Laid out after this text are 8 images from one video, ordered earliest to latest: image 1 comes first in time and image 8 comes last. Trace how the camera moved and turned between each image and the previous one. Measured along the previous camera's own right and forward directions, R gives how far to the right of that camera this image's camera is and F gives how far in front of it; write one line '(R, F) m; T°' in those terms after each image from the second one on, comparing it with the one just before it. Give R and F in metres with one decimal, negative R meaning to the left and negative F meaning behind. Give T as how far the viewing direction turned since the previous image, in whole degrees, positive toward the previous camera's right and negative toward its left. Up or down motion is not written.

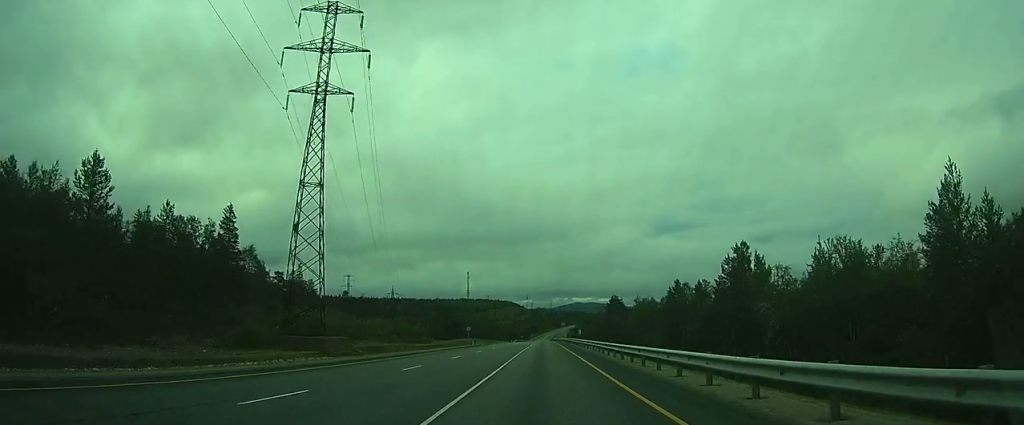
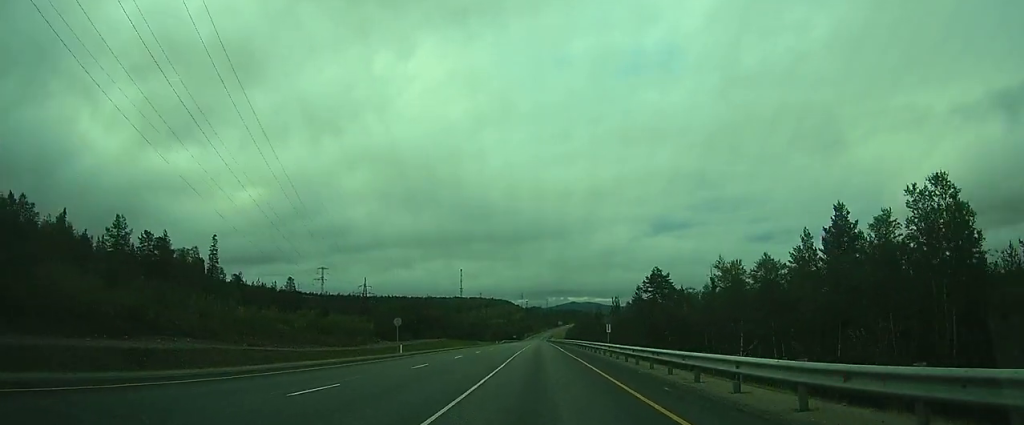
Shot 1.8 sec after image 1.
(0.0, +35.8) m; 0°
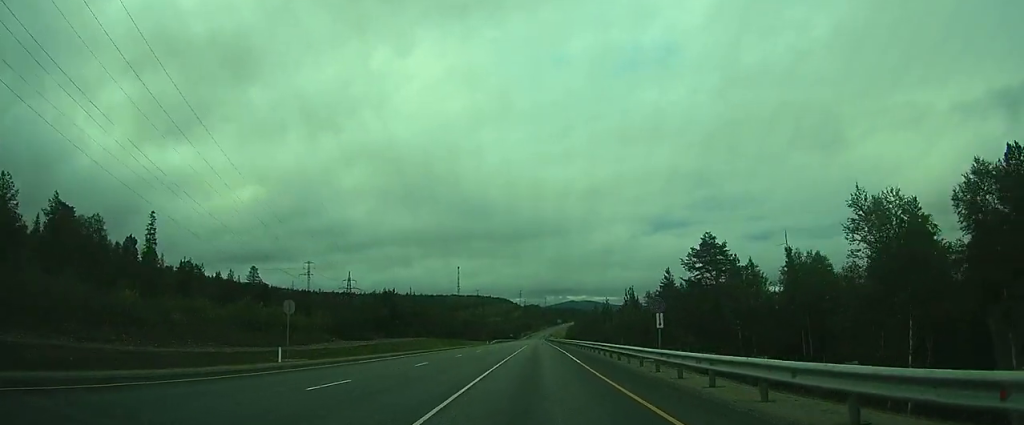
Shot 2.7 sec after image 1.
(0.0, +16.9) m; 0°
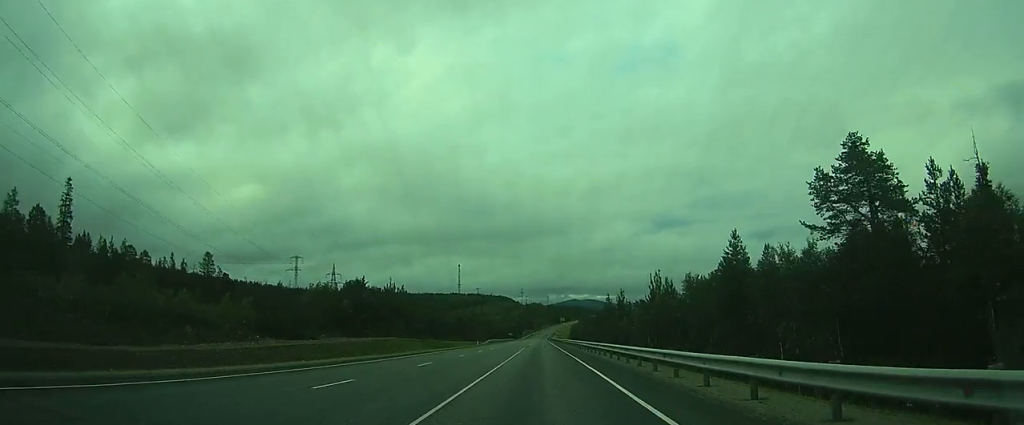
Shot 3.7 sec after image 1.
(0.0, +17.8) m; 0°
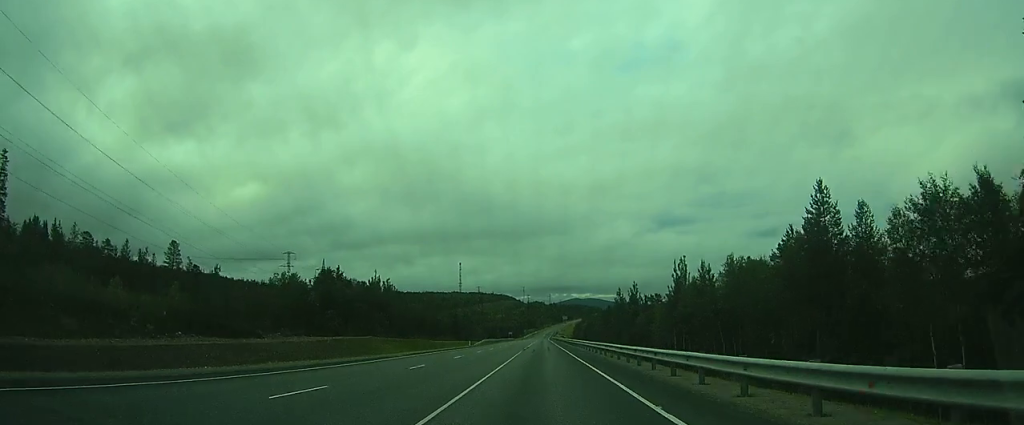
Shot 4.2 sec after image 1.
(0.0, +11.3) m; 0°
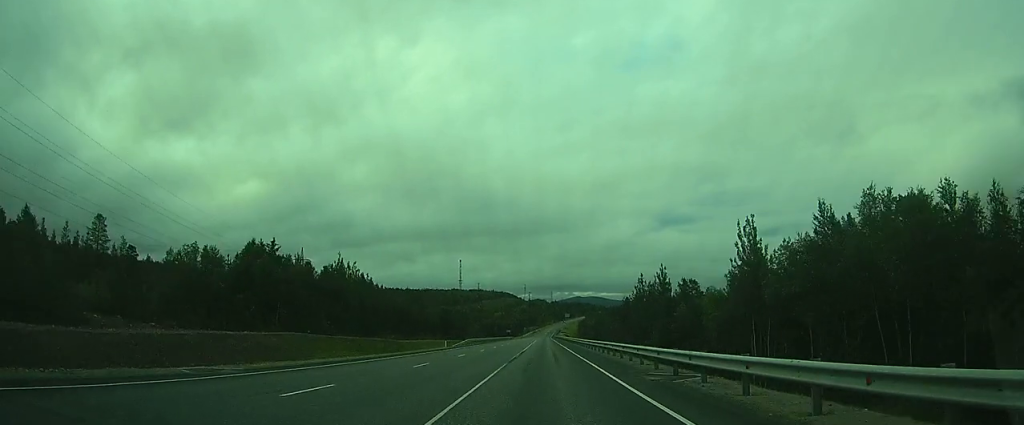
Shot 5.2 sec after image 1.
(0.0, +19.6) m; 0°
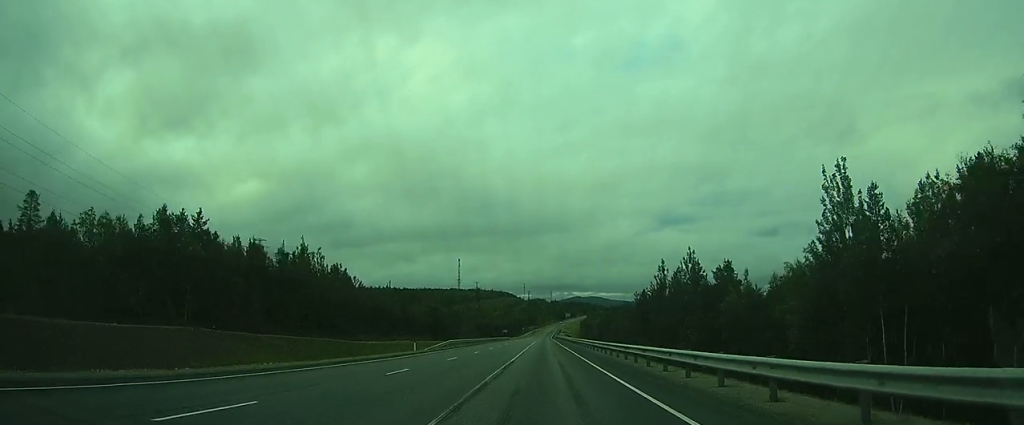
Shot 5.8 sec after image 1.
(0.0, +14.3) m; 0°
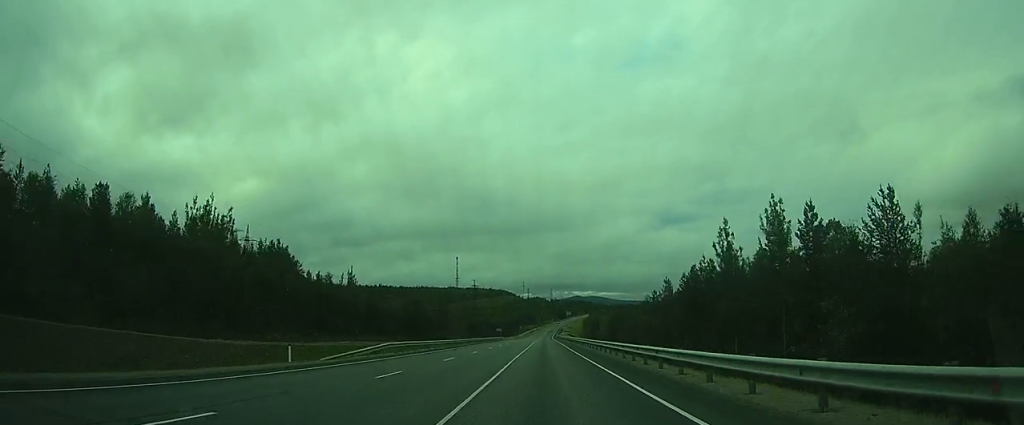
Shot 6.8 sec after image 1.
(0.0, +24.8) m; 0°
